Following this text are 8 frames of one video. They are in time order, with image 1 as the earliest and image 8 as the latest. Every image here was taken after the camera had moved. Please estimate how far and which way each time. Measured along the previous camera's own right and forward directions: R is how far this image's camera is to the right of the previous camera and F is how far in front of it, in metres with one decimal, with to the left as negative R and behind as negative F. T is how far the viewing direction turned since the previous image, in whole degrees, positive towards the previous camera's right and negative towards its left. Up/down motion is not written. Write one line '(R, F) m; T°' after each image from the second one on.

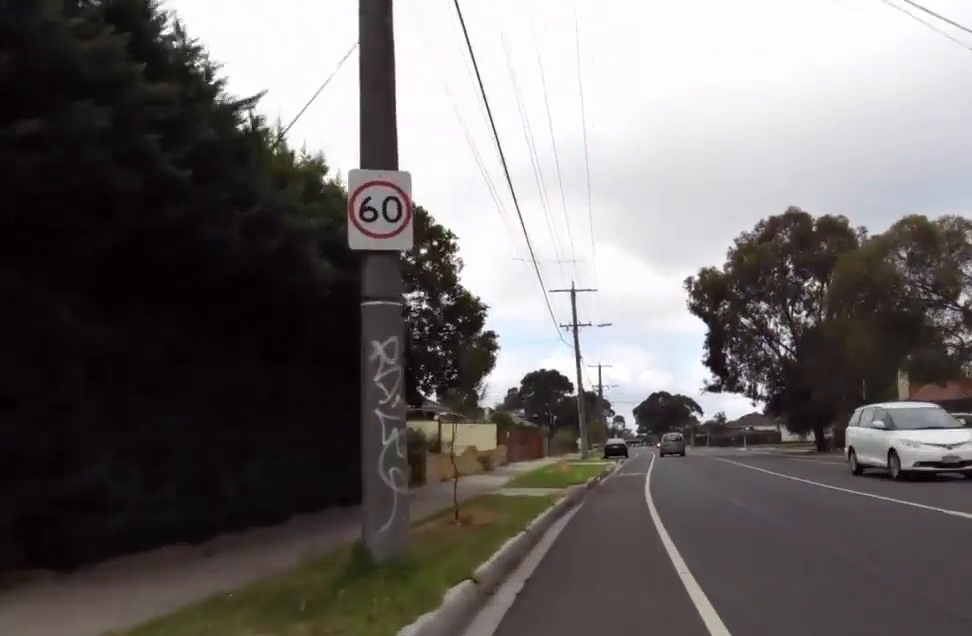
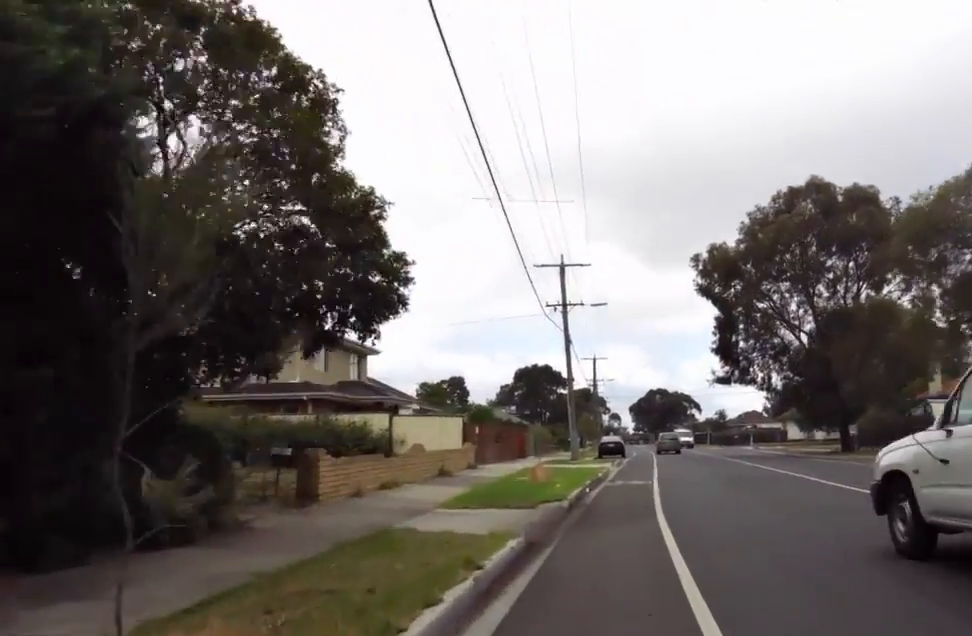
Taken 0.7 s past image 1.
(+0.6, +6.5) m; +5°
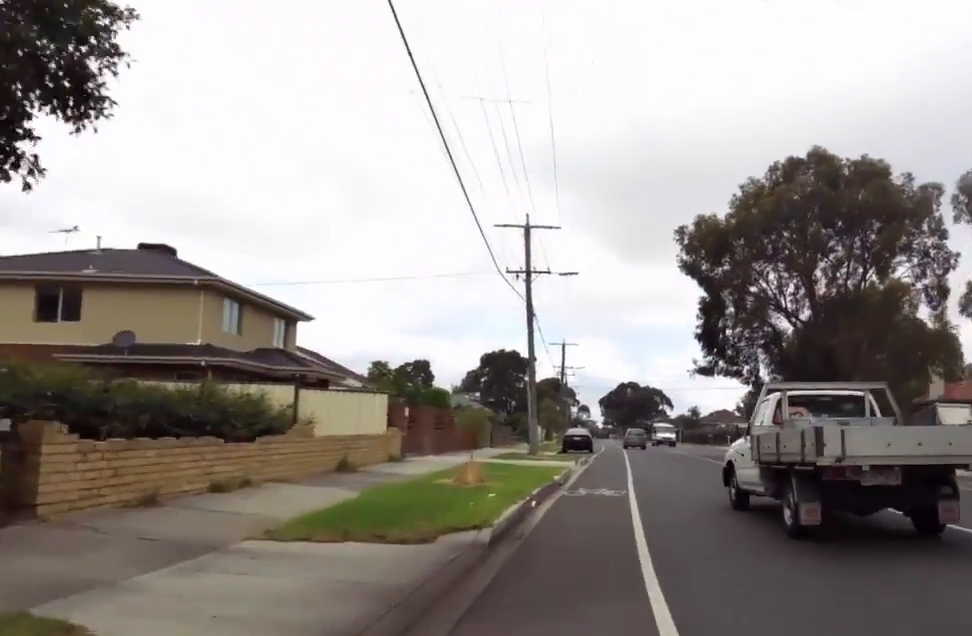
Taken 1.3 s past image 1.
(0.0, +5.3) m; -4°
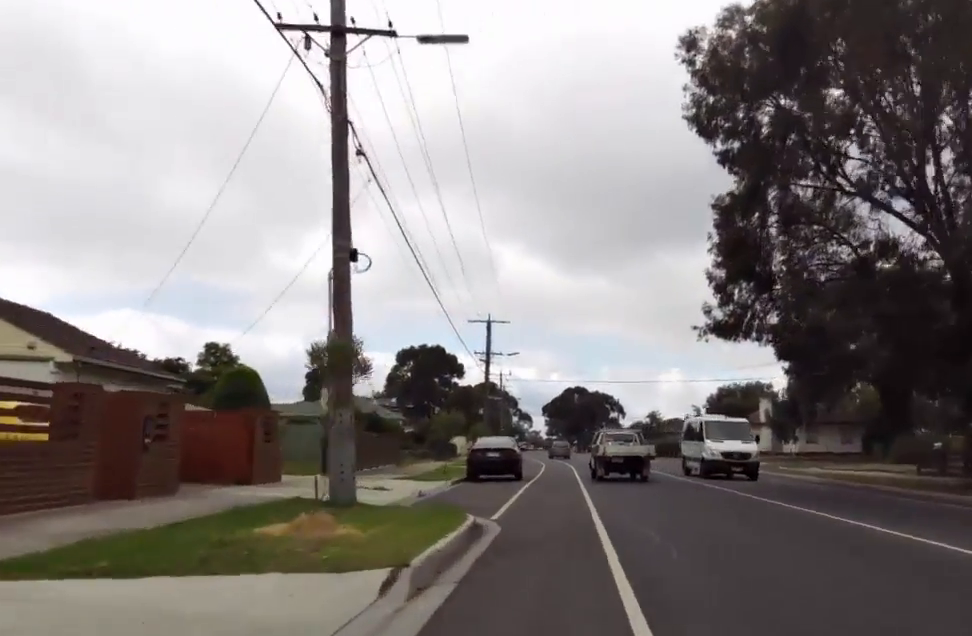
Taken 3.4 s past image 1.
(-1.0, +19.5) m; +1°
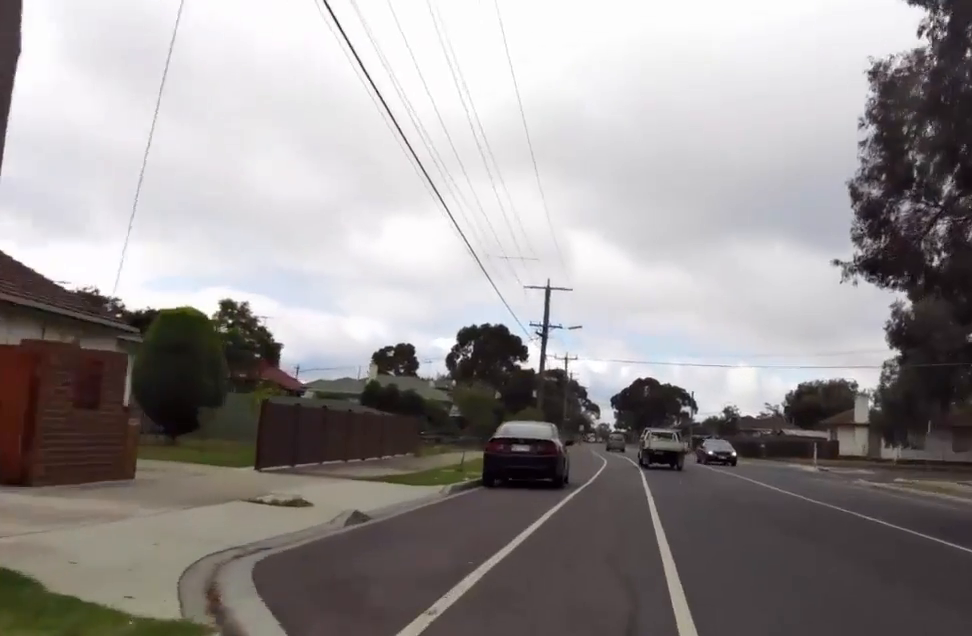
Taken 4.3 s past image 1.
(+0.4, +8.5) m; -1°
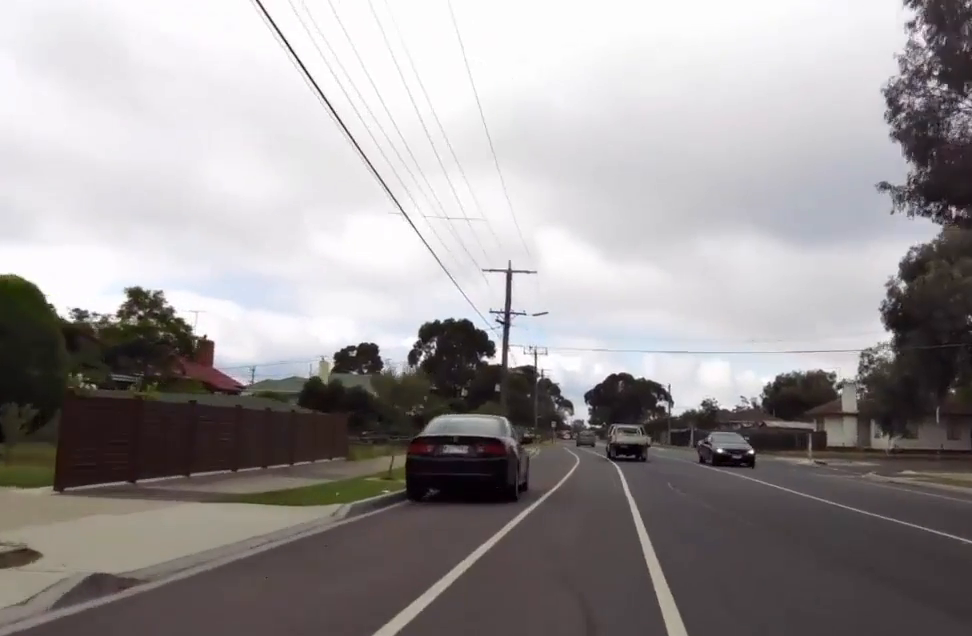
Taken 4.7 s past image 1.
(+0.3, +4.4) m; -3°
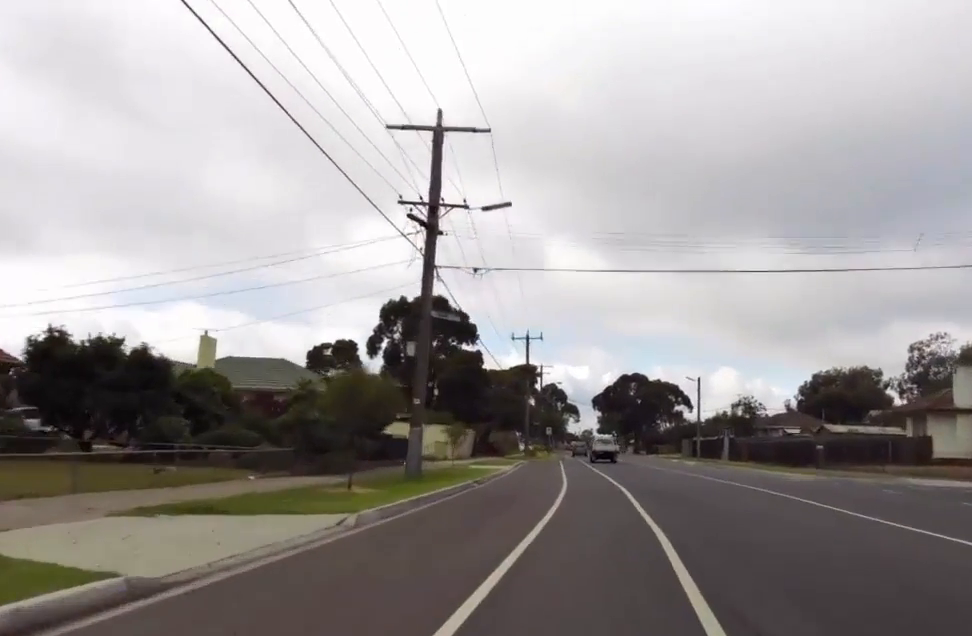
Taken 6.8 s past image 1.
(0.0, +19.0) m; +7°
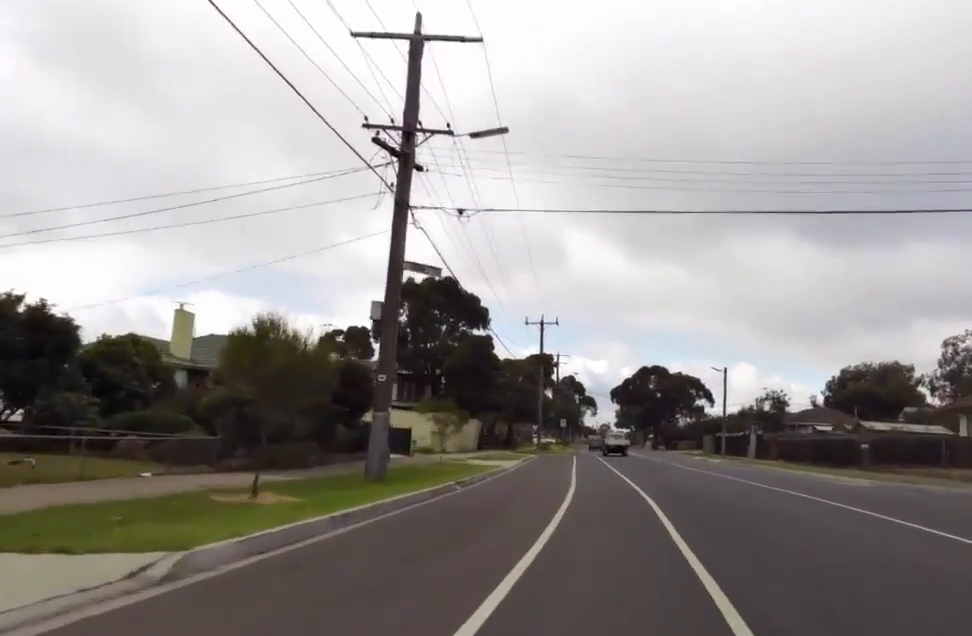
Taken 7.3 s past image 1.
(0.0, +4.7) m; -4°
